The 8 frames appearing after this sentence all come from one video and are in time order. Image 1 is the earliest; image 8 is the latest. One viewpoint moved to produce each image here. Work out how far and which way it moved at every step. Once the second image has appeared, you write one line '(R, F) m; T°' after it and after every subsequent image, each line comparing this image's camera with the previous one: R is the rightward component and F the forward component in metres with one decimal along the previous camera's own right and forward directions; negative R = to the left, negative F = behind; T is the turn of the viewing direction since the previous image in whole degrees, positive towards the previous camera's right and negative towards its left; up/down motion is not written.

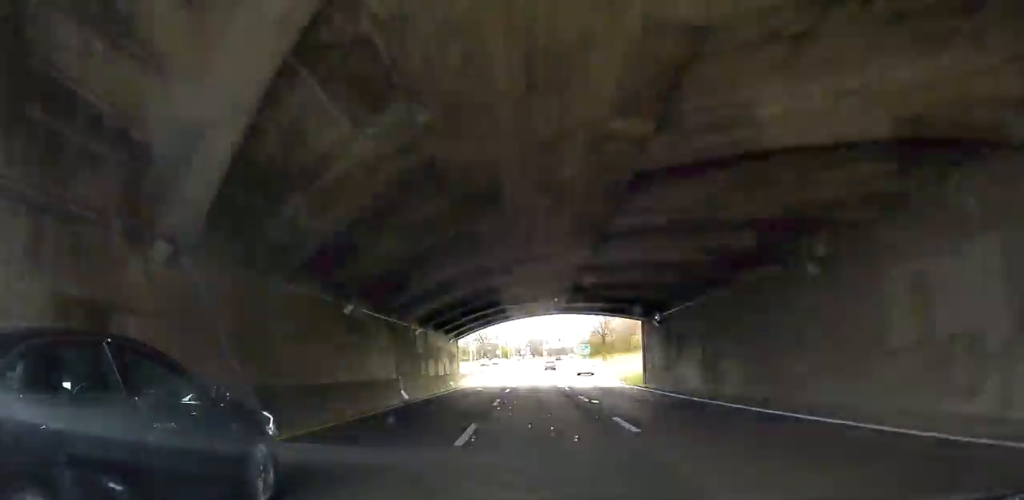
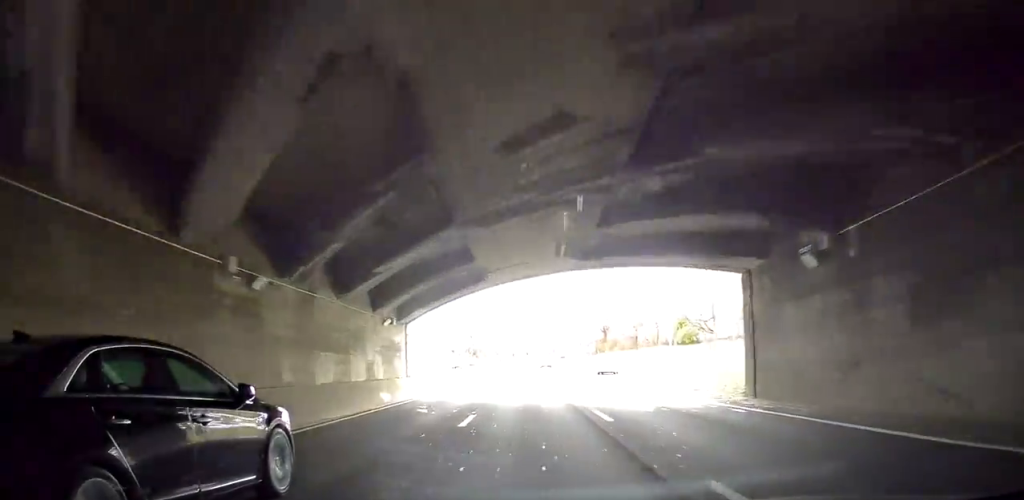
(-0.6, +17.6) m; -1°
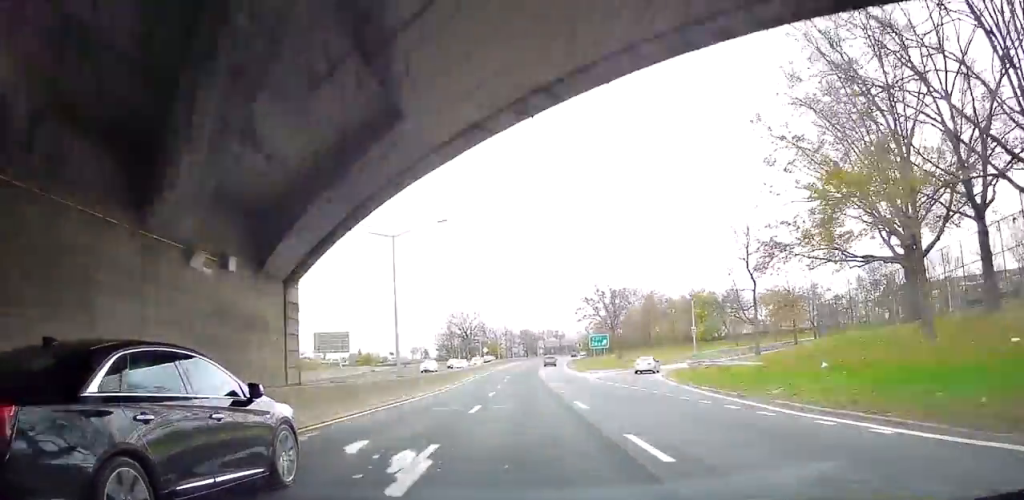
(-0.1, +15.0) m; 0°
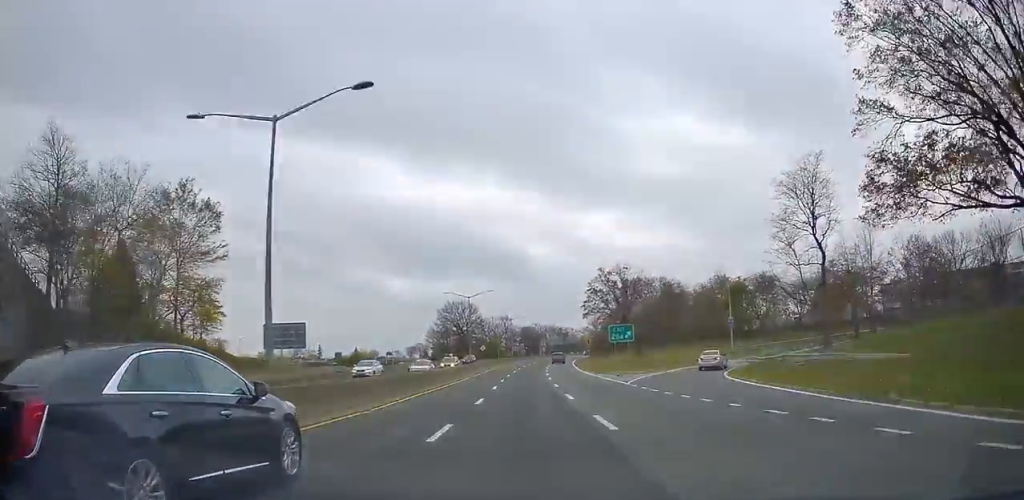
(0.0, +15.9) m; 0°
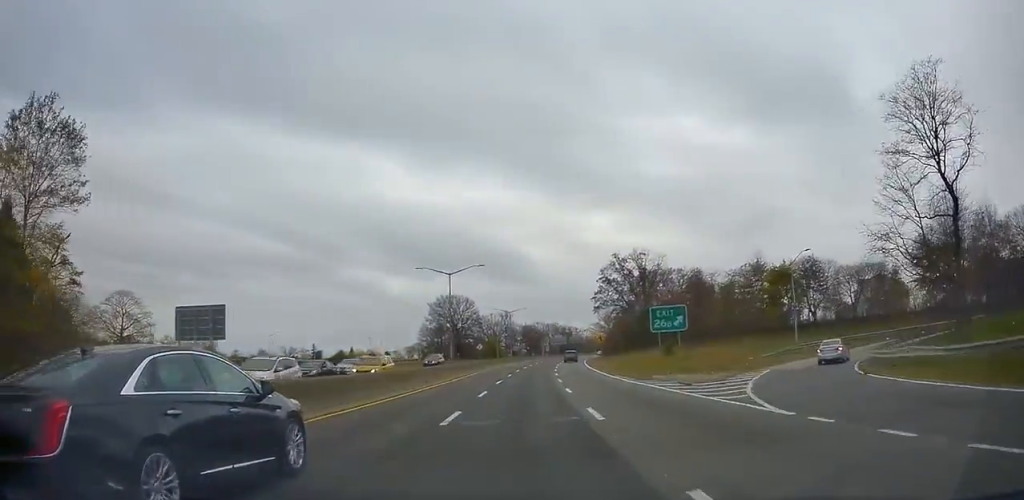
(0.0, +17.8) m; 0°
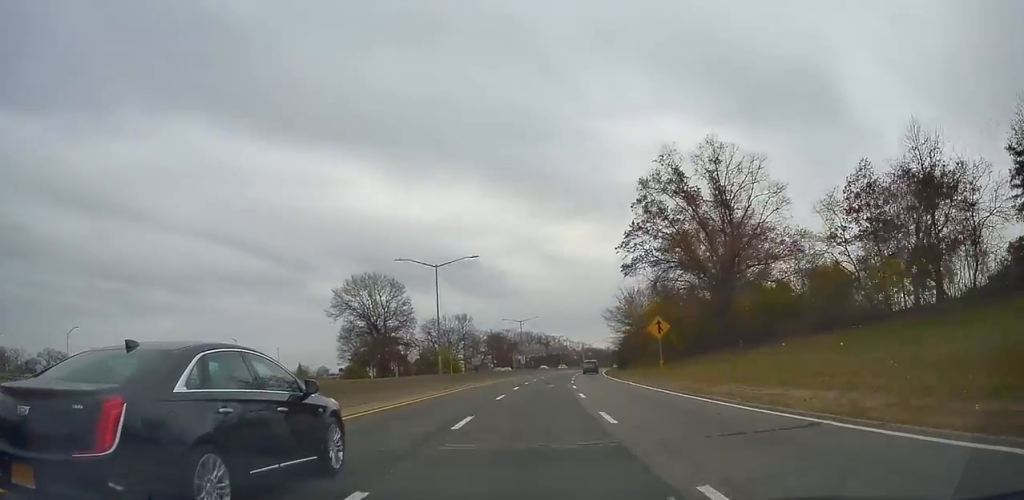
(+0.4, +58.9) m; +1°
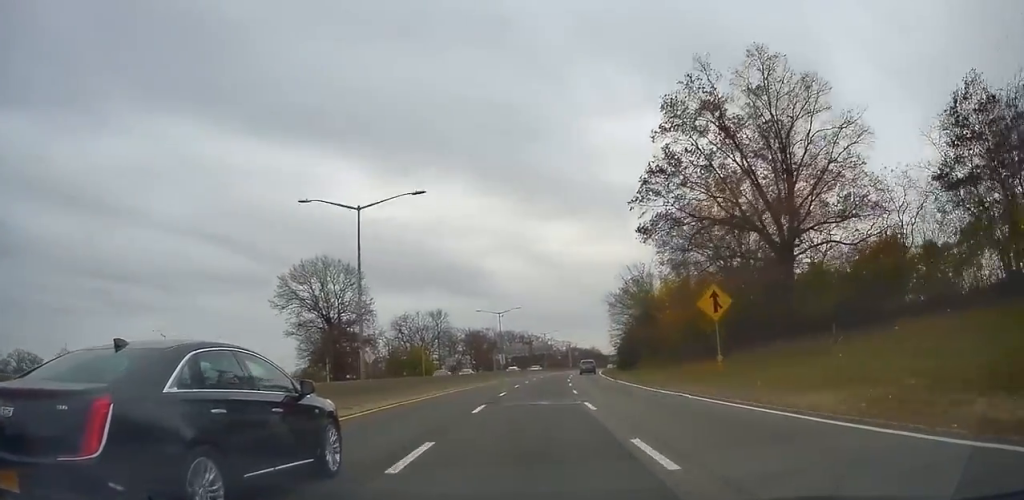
(+0.1, +16.2) m; 0°
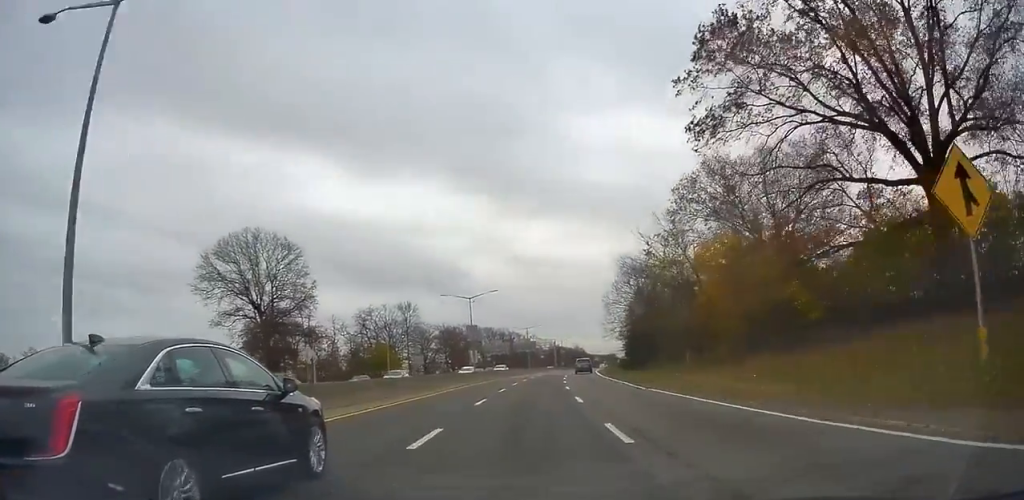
(0.0, +17.6) m; +1°
